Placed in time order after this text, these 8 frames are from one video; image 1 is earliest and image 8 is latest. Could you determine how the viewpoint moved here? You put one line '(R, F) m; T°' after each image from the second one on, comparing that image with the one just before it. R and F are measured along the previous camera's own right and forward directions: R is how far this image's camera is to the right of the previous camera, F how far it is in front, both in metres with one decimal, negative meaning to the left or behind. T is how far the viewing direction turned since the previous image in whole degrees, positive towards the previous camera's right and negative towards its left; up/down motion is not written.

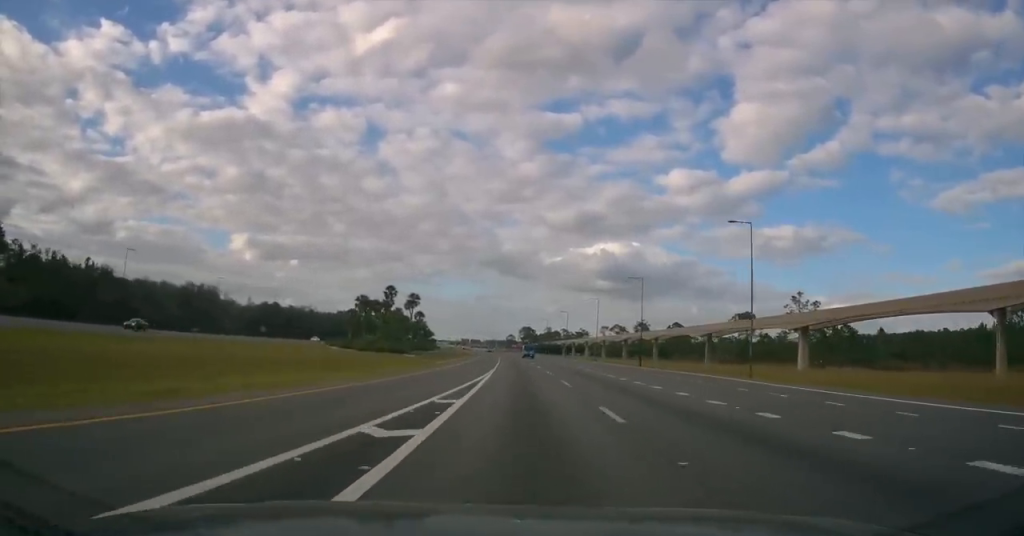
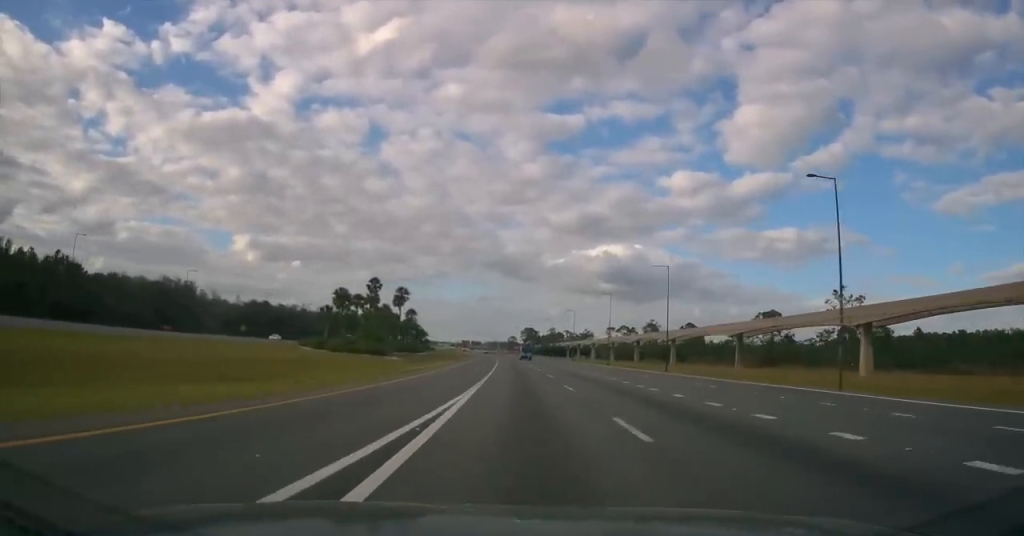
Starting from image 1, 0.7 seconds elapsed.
(+0.1, +14.5) m; 0°
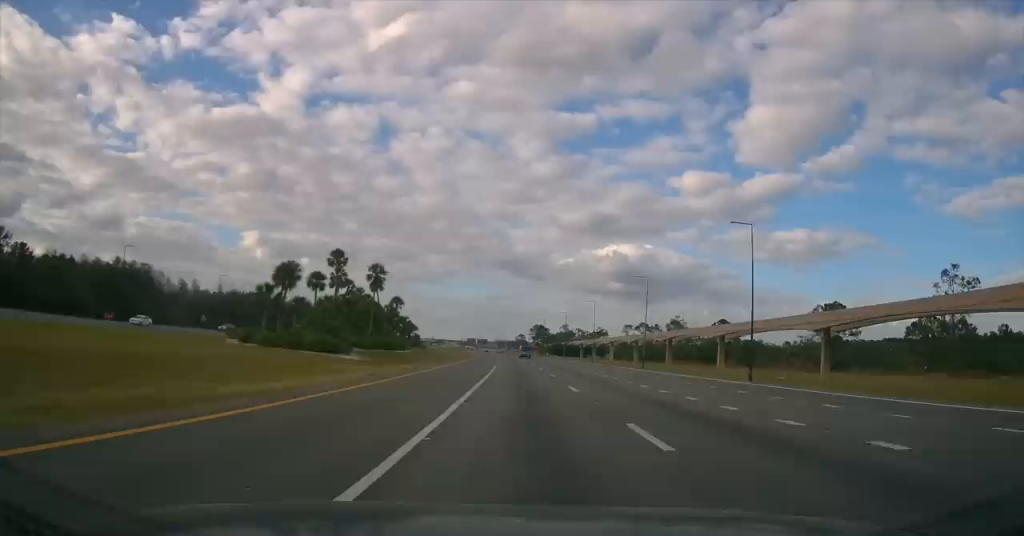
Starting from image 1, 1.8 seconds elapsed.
(-0.1, +25.3) m; -1°
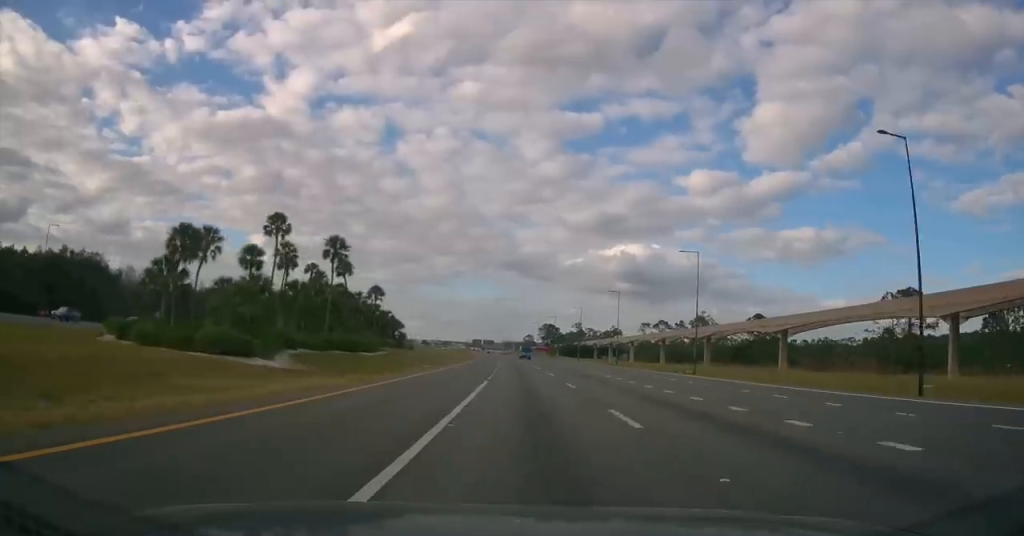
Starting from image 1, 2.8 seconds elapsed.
(-0.3, +21.7) m; -1°
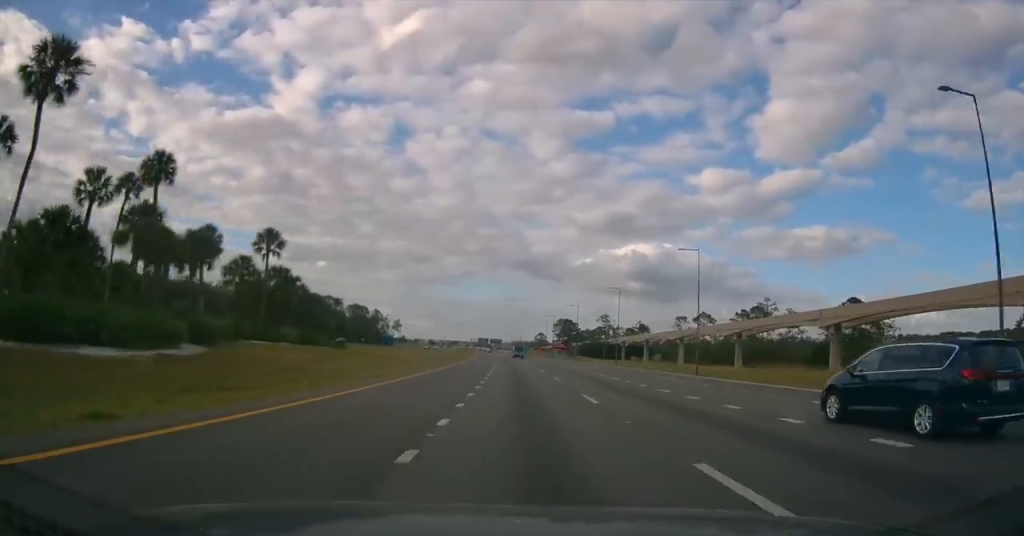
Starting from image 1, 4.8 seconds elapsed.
(+0.1, +43.1) m; -1°
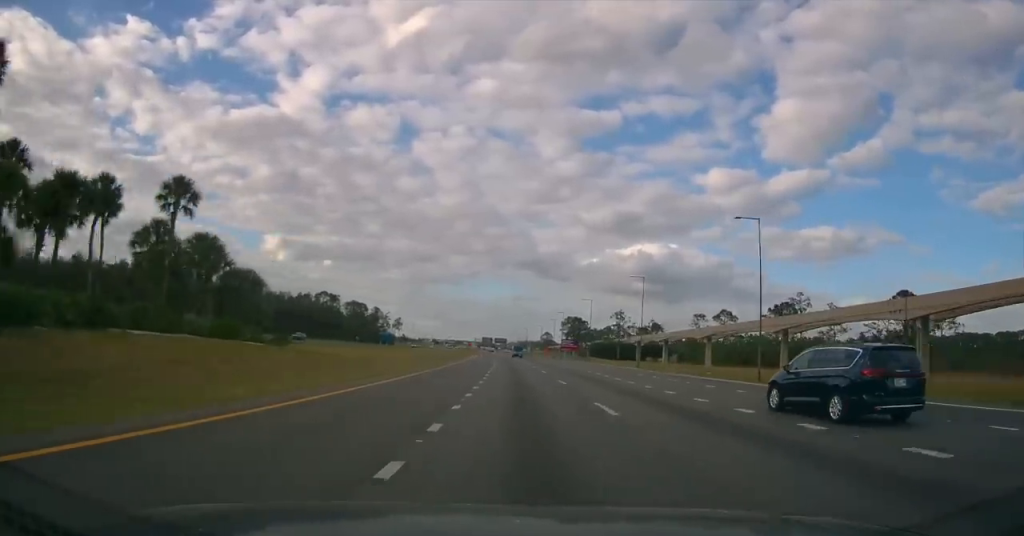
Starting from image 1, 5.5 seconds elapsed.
(-0.1, +15.5) m; -1°
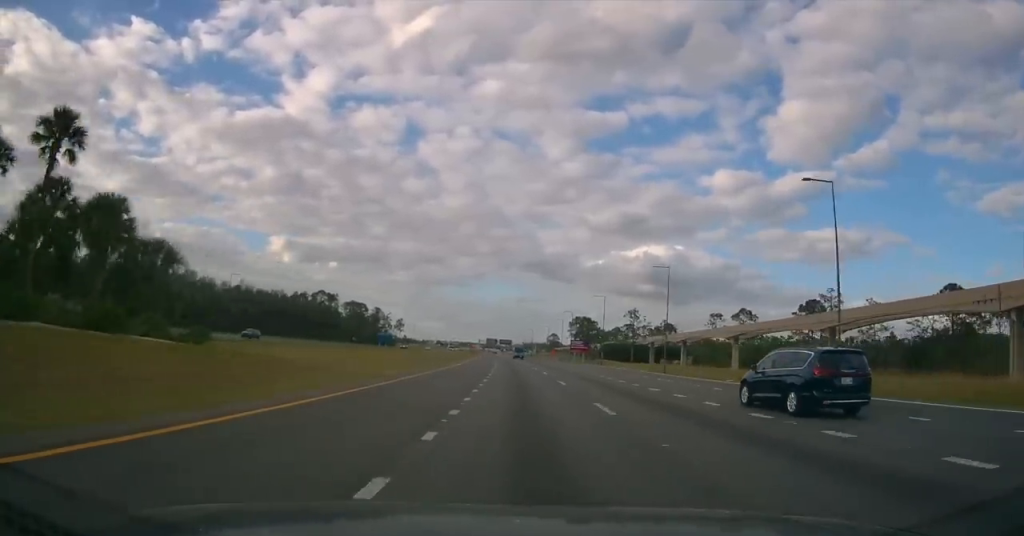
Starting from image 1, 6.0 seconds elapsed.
(-0.2, +11.8) m; -1°
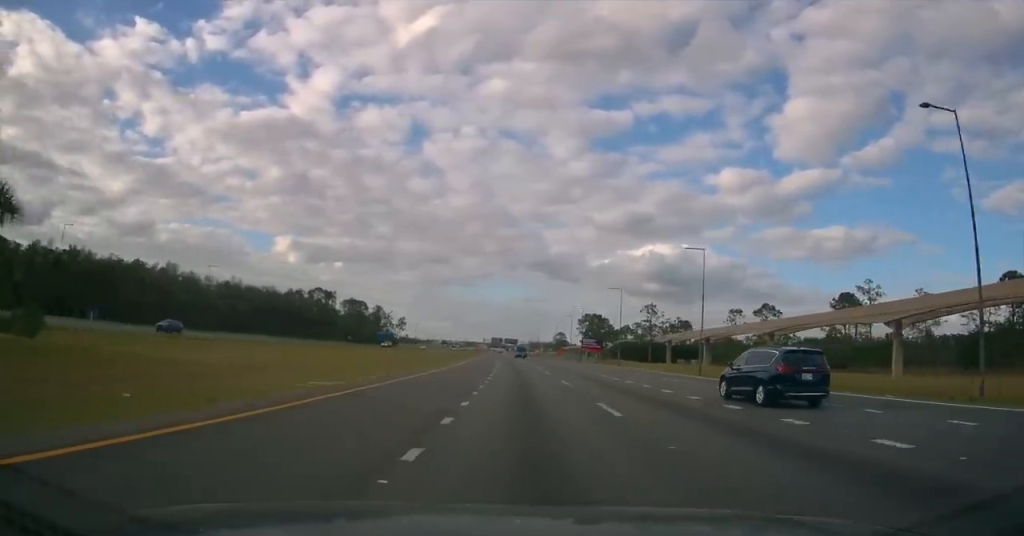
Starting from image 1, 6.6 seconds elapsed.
(-0.1, +12.5) m; 0°
